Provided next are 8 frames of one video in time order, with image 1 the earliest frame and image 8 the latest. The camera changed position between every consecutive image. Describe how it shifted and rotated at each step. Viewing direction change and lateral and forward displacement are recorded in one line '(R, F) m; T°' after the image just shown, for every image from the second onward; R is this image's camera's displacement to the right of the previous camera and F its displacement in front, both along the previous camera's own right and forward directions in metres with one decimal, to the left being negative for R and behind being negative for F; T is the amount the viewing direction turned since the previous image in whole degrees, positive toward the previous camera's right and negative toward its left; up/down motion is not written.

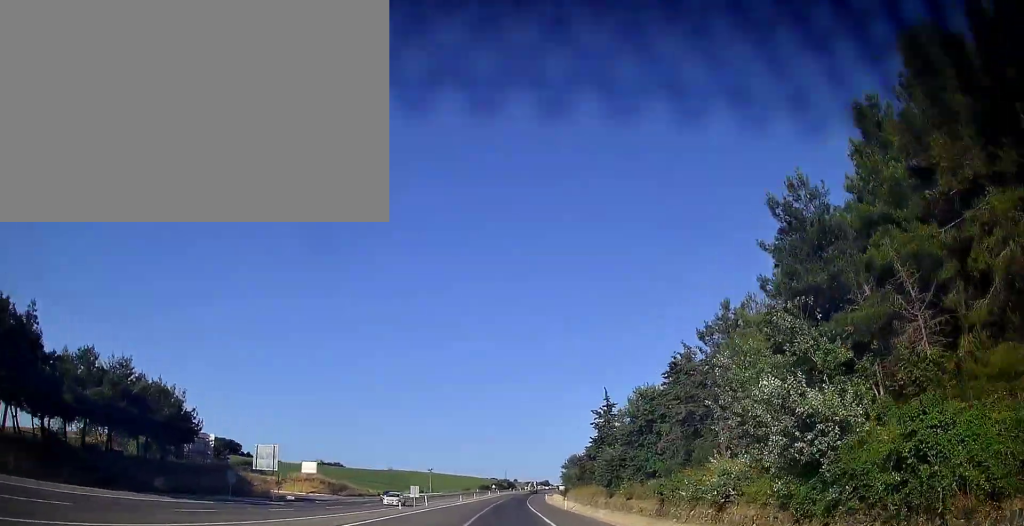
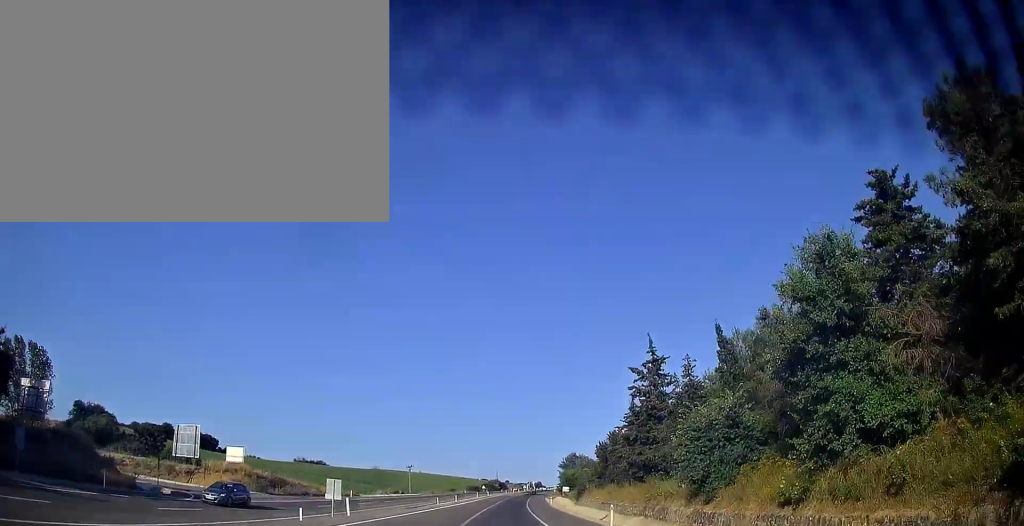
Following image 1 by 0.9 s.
(+0.2, +24.9) m; +1°
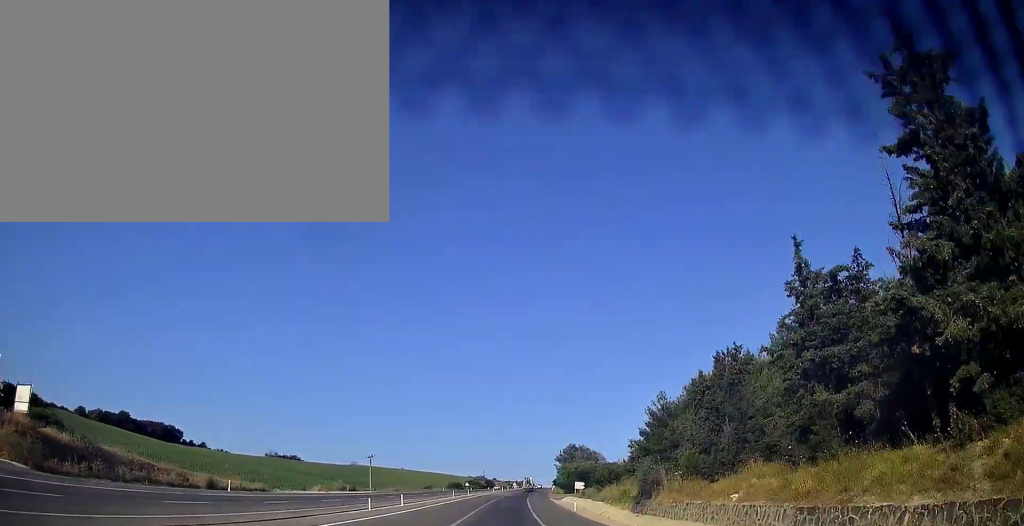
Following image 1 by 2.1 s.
(+0.2, +34.6) m; +1°
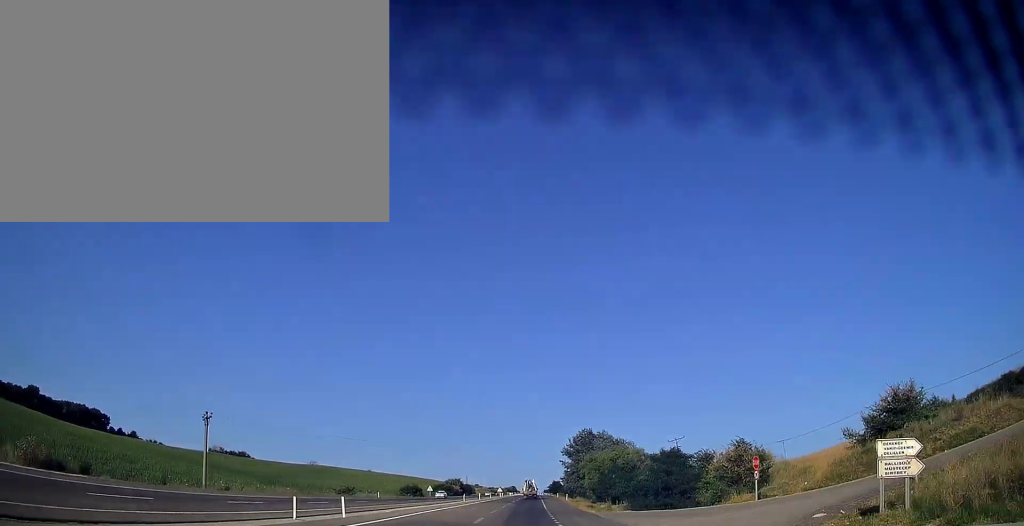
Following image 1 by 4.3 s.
(+1.1, +65.2) m; +2°
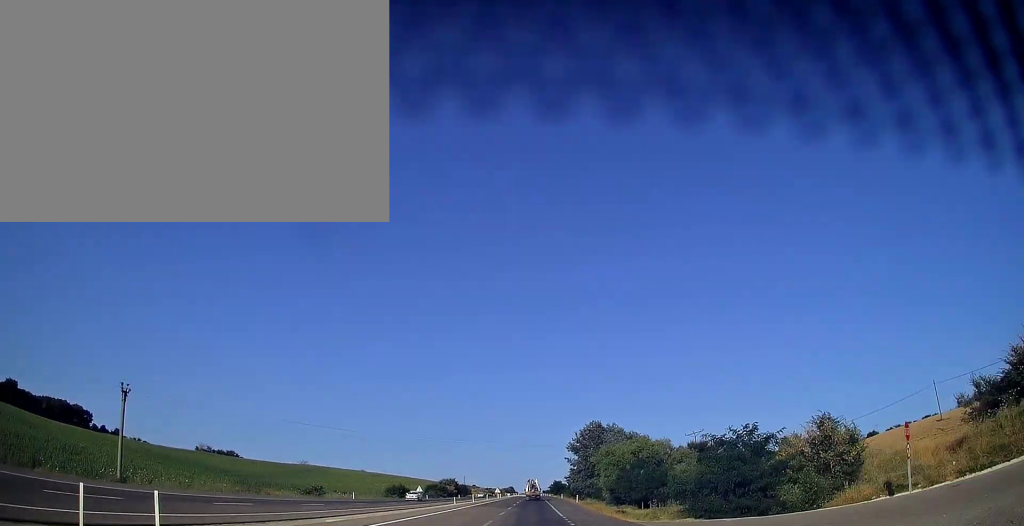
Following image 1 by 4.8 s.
(0.0, +15.6) m; 0°
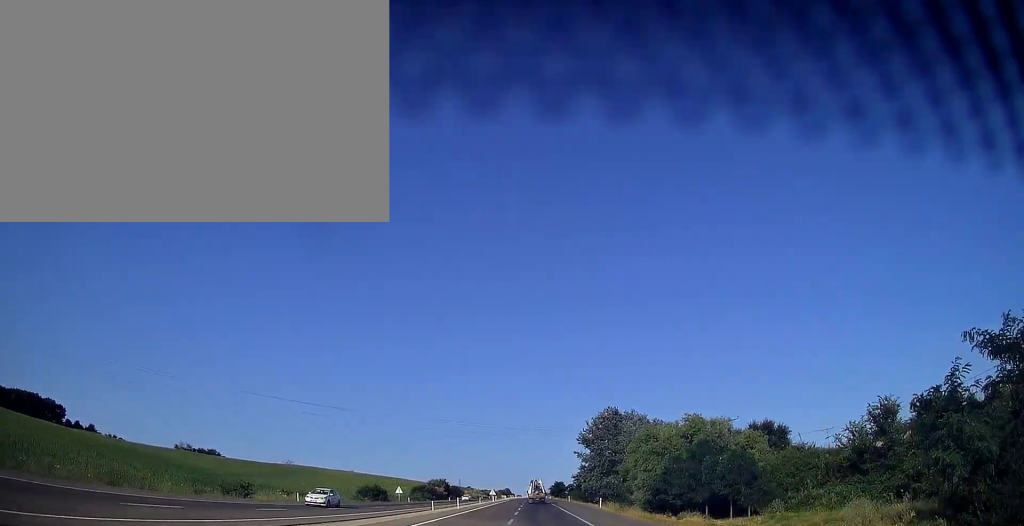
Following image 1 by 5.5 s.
(0.0, +19.5) m; 0°
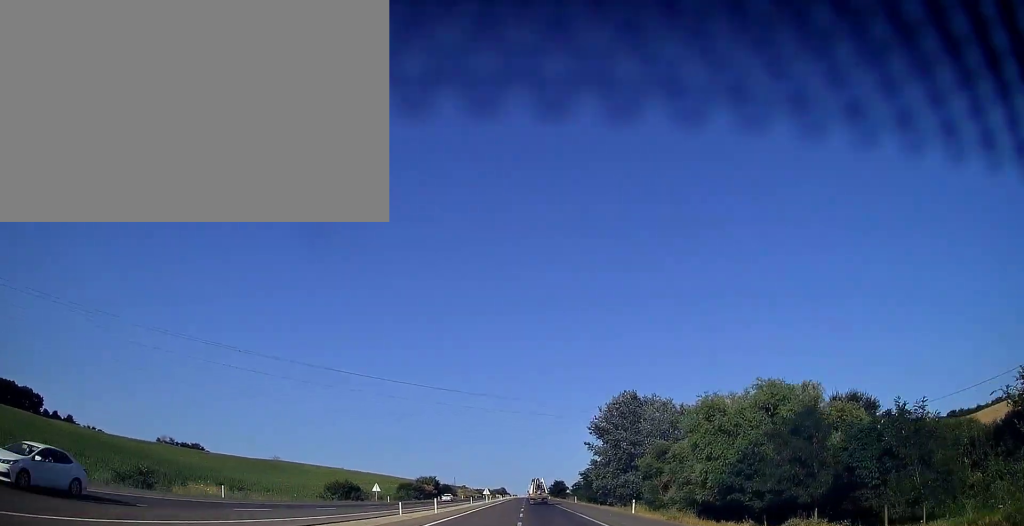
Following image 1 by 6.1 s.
(+0.1, +16.6) m; 0°
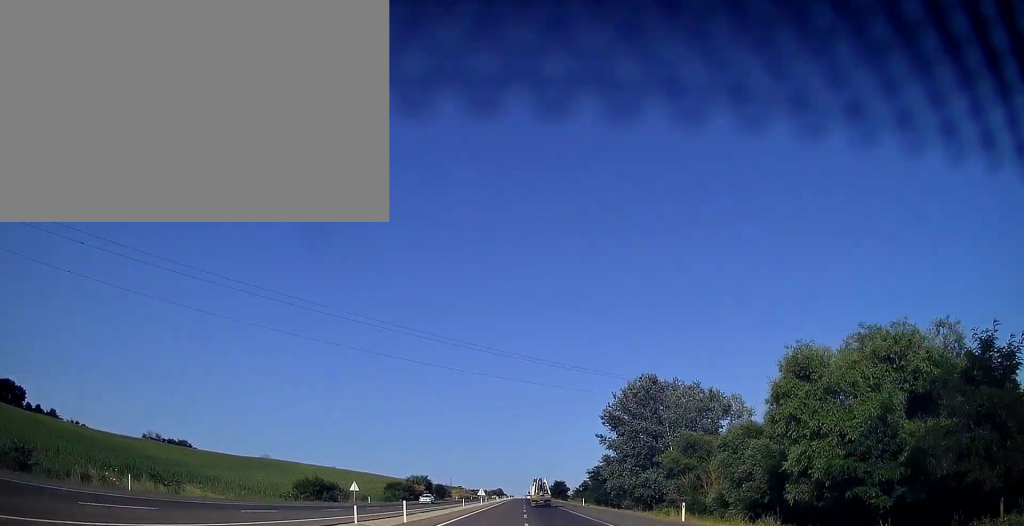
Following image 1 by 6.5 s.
(0.0, +11.7) m; 0°
